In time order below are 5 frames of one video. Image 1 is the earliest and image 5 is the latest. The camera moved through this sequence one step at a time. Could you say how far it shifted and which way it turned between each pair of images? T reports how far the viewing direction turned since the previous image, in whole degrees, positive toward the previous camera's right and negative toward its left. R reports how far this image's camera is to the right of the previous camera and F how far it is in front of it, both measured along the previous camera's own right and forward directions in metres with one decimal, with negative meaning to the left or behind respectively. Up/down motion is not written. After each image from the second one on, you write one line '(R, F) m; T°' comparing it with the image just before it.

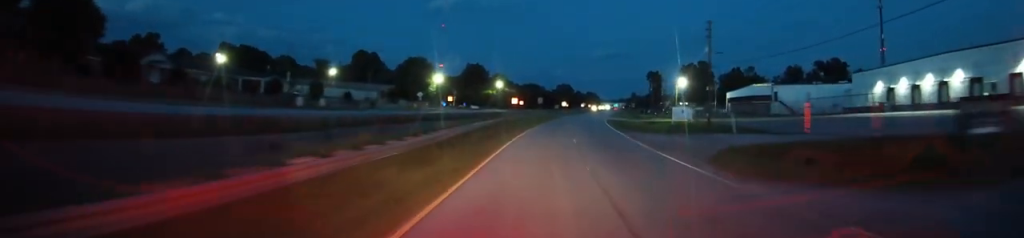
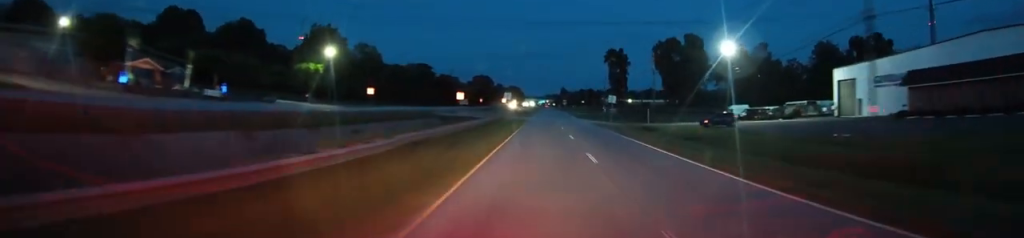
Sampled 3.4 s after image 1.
(+7.0, +107.8) m; +7°
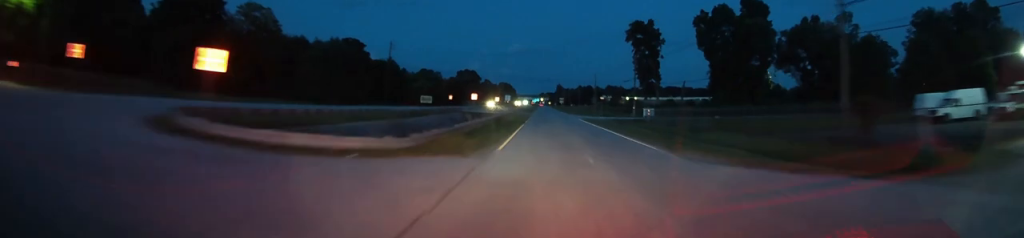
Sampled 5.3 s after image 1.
(+0.7, +61.7) m; +1°
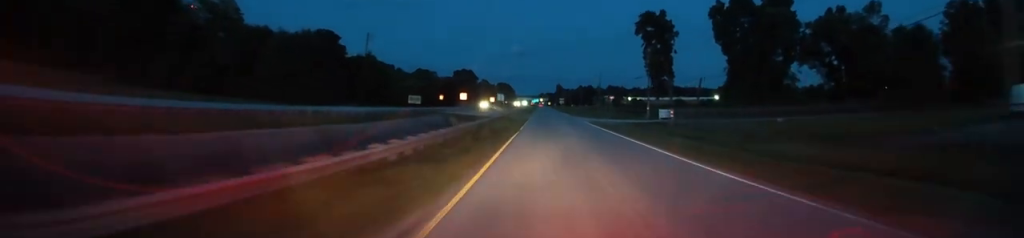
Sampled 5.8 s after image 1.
(0.0, +14.8) m; 0°
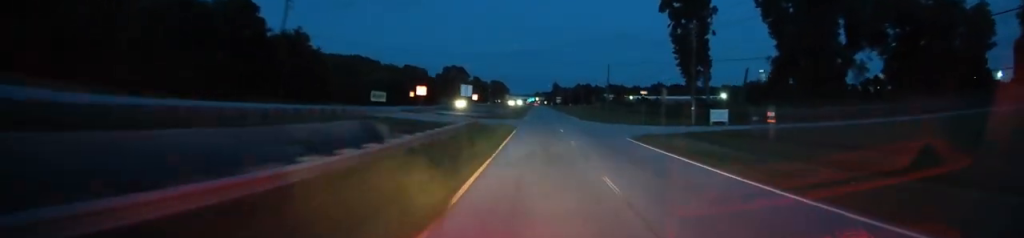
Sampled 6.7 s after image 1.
(+0.2, +28.9) m; +1°
